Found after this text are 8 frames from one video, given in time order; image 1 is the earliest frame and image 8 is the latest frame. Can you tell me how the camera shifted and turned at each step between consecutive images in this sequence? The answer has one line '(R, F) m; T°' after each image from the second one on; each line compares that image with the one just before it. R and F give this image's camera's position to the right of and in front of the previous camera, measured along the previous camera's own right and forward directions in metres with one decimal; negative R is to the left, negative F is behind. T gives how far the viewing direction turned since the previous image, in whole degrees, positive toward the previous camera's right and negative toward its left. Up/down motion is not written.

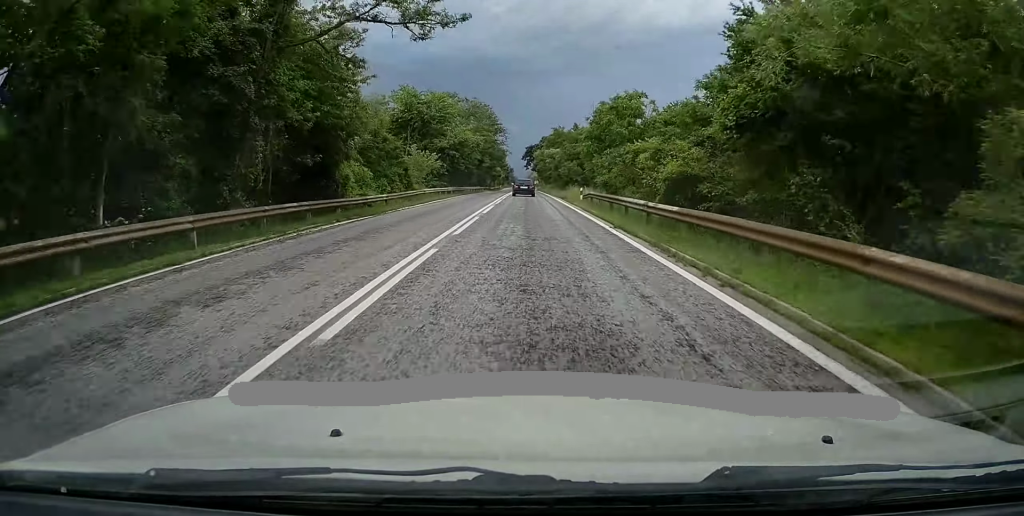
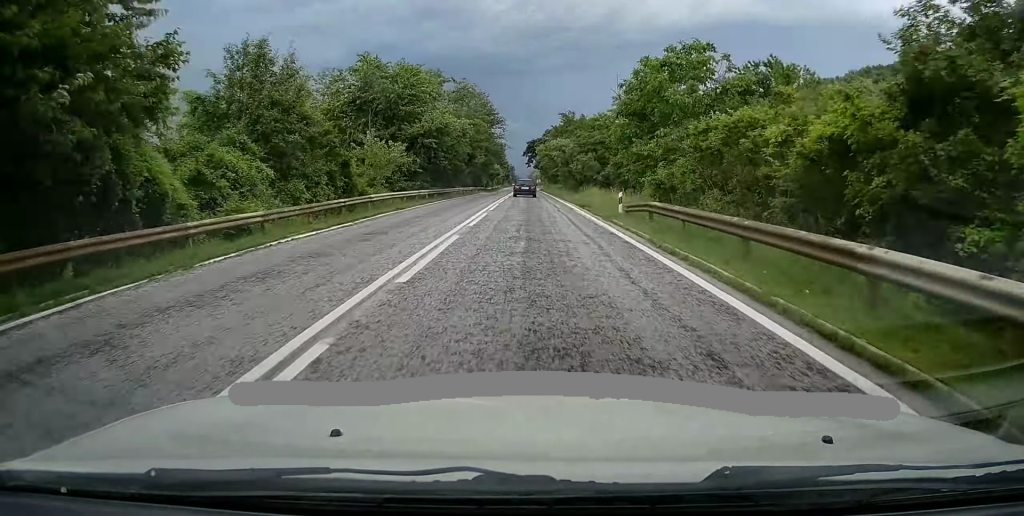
(-0.2, +15.1) m; 0°
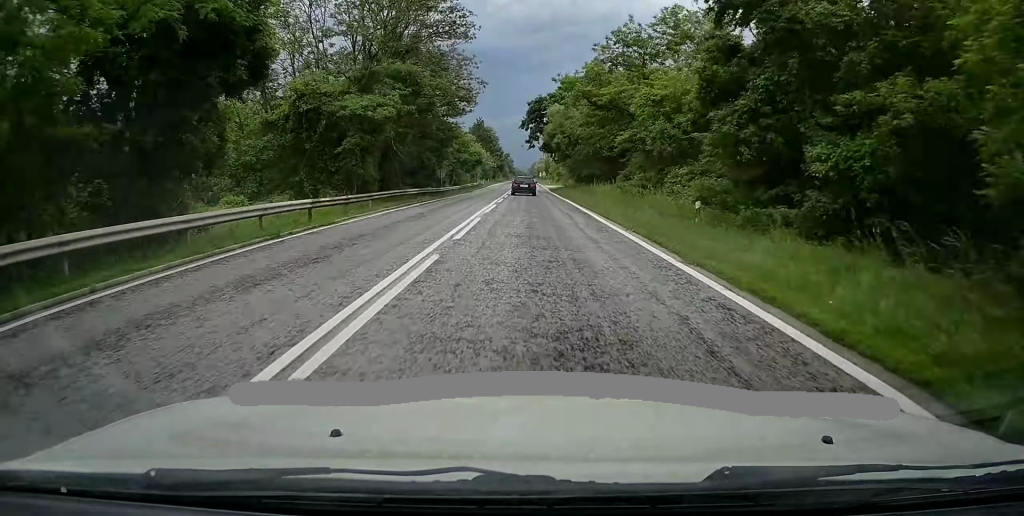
(0.0, +57.6) m; 0°
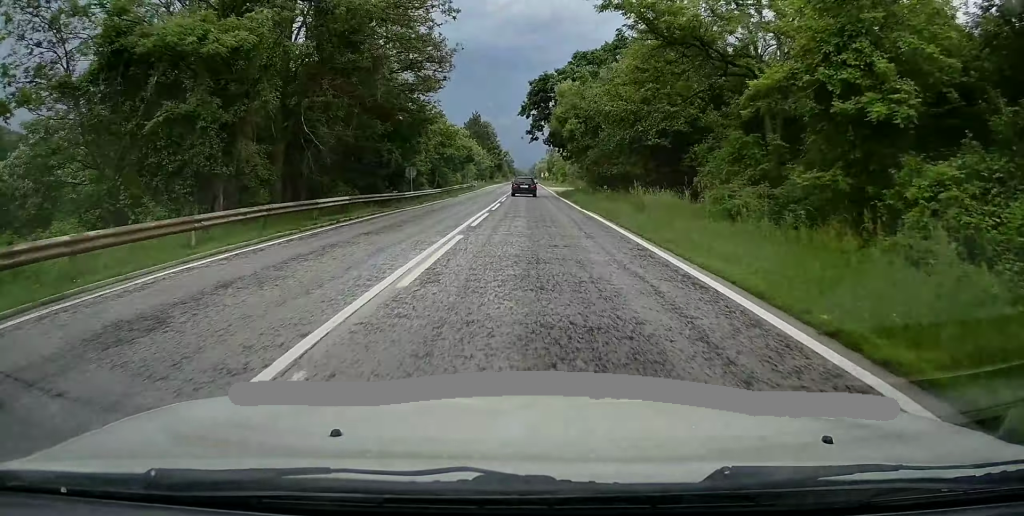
(+0.1, +15.0) m; 0°
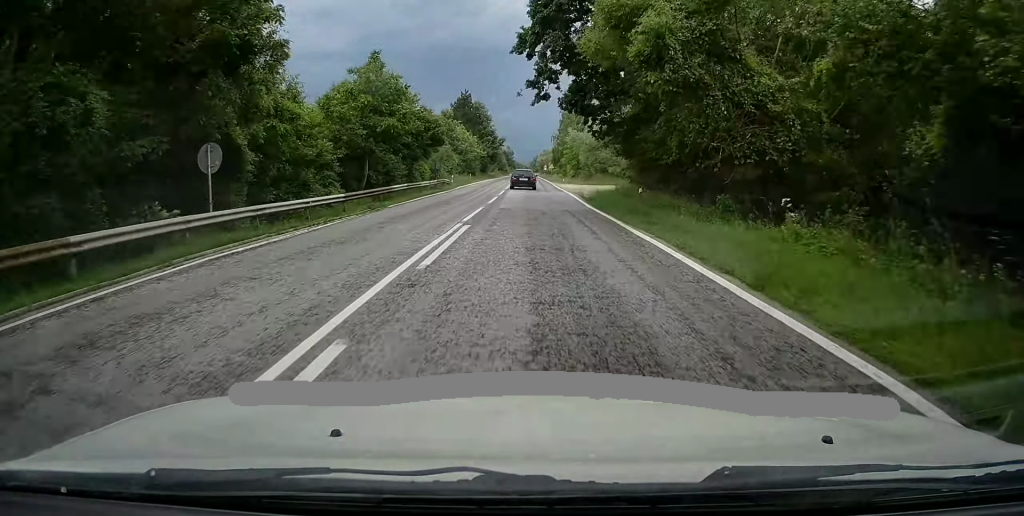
(+0.1, +26.6) m; 0°
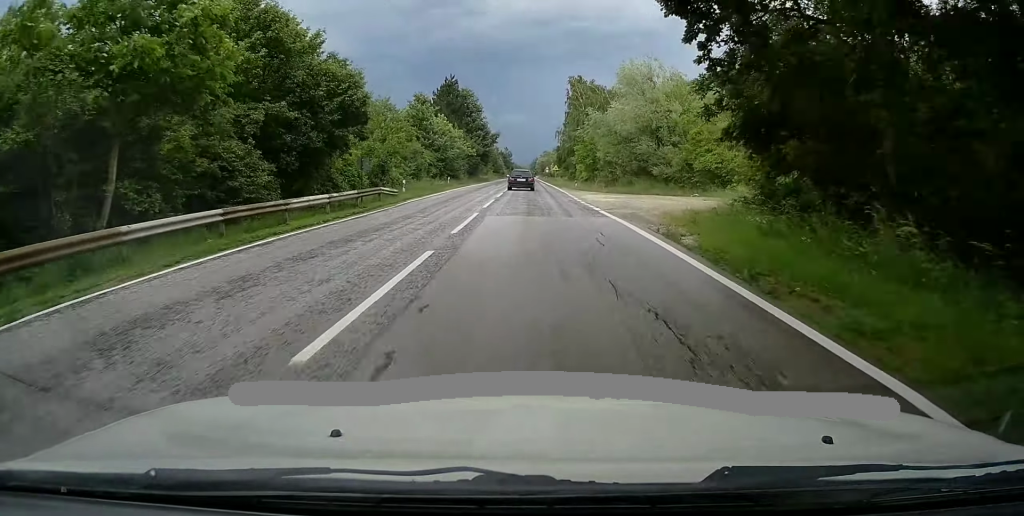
(-0.2, +21.5) m; 0°
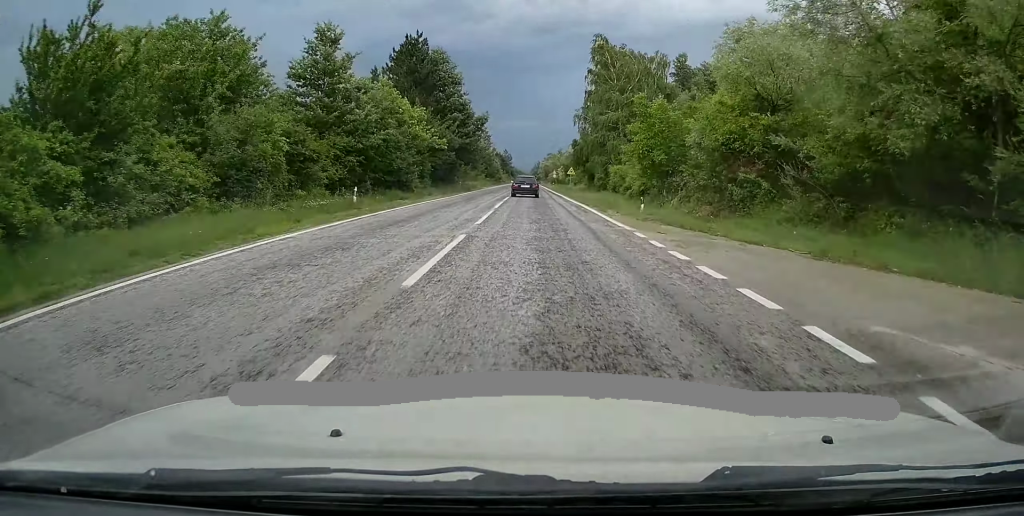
(0.0, +32.7) m; +1°
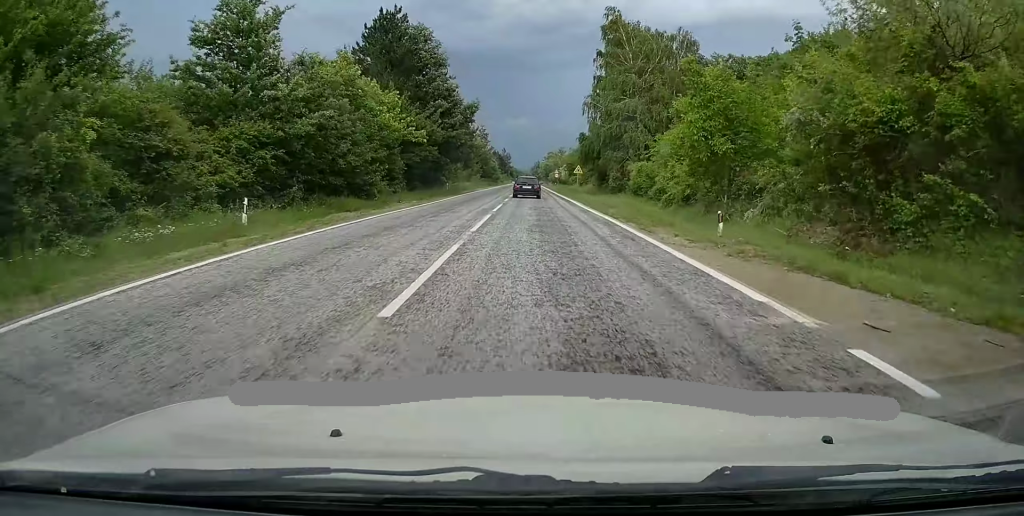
(-0.1, +10.6) m; 0°
